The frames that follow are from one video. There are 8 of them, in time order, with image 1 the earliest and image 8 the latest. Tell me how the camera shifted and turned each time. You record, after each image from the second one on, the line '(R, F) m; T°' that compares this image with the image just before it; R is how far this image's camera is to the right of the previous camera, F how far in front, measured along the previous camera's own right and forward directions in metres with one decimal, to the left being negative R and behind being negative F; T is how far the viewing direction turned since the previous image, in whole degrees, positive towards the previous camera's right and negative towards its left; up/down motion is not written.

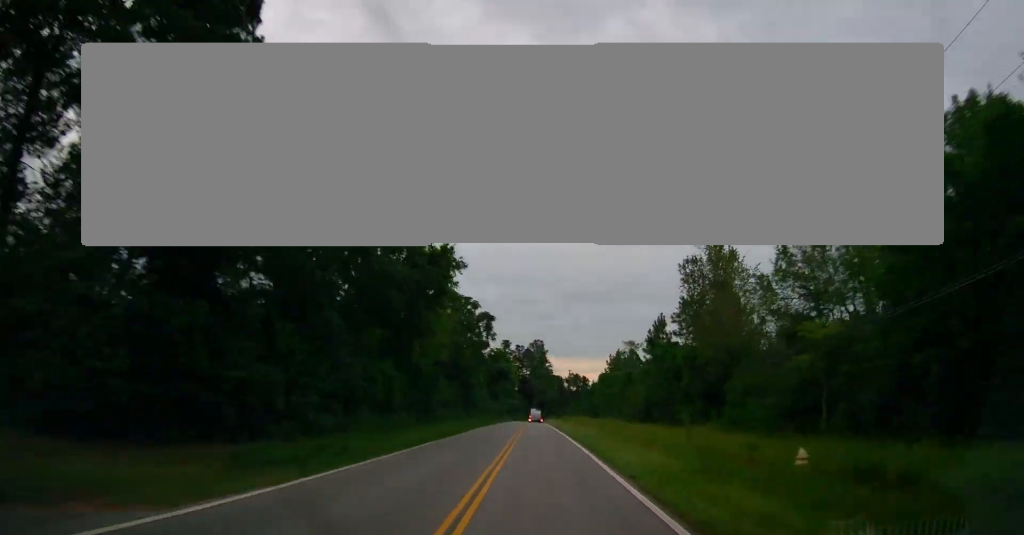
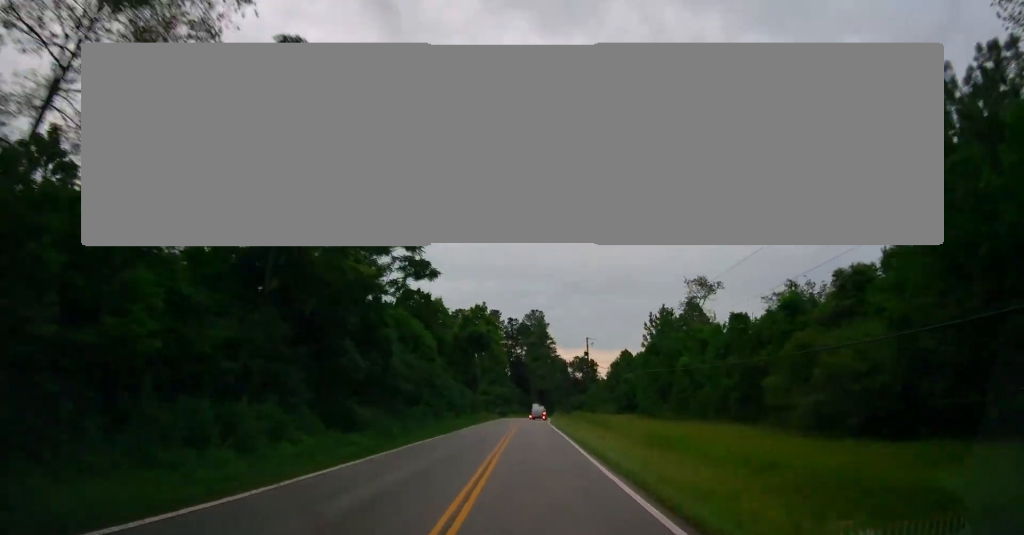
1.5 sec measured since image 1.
(-0.2, +40.9) m; 0°
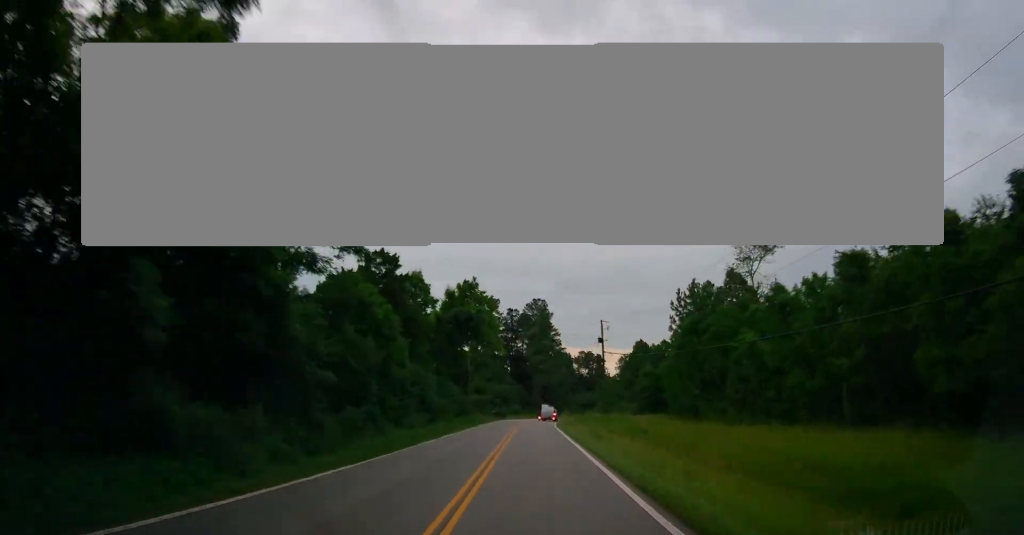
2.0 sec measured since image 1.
(+0.2, +12.3) m; 0°
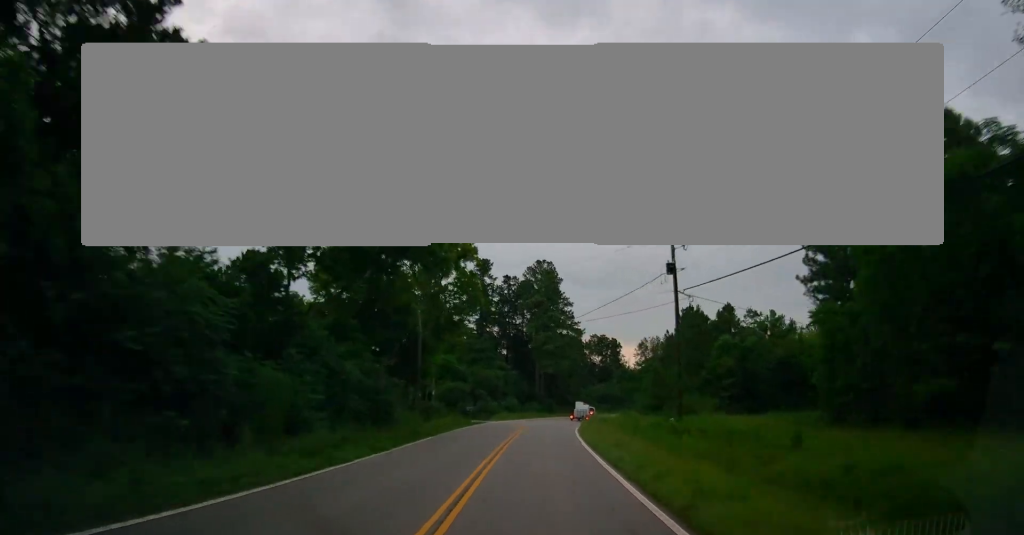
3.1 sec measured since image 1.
(+0.2, +28.7) m; 0°
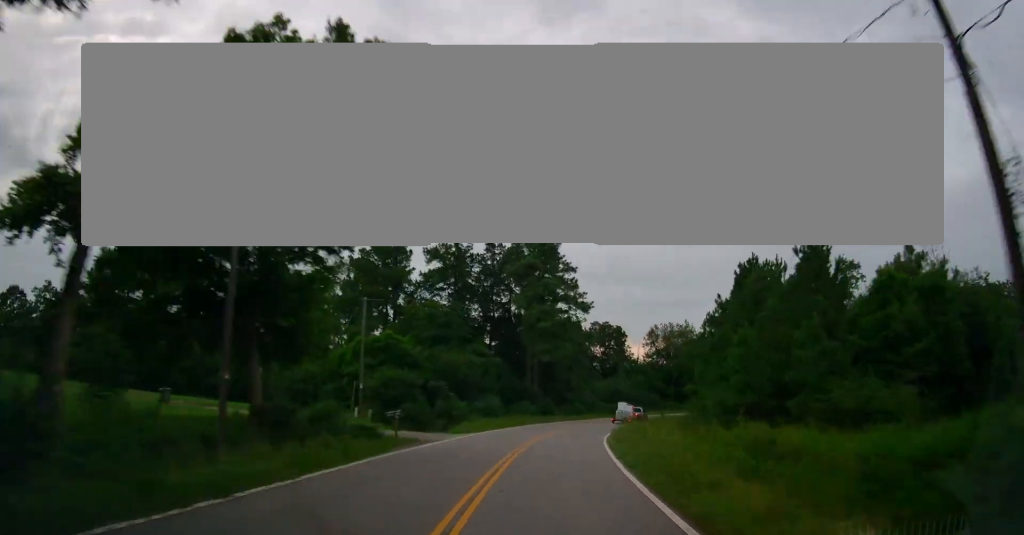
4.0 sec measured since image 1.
(0.0, +21.9) m; 0°
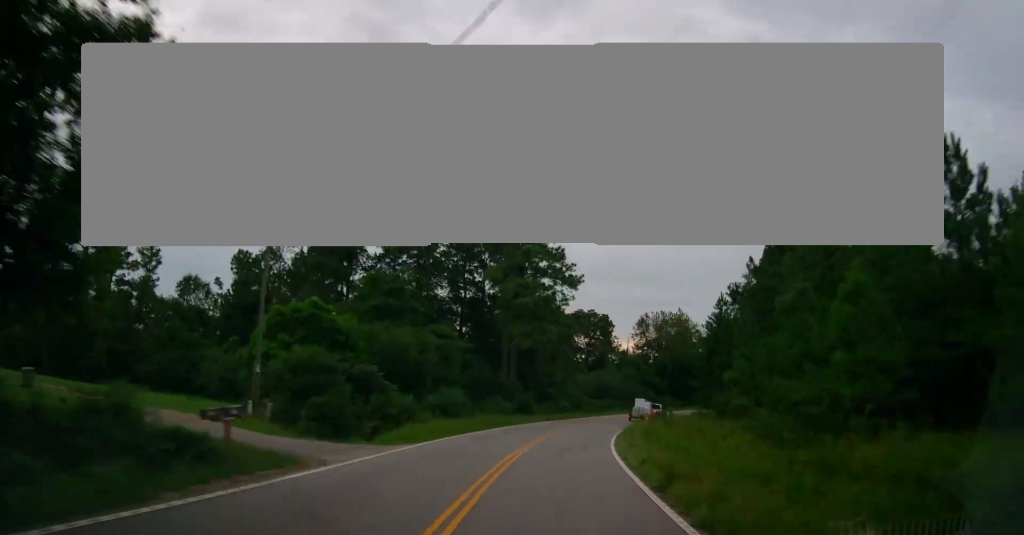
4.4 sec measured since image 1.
(-0.1, +11.6) m; 0°
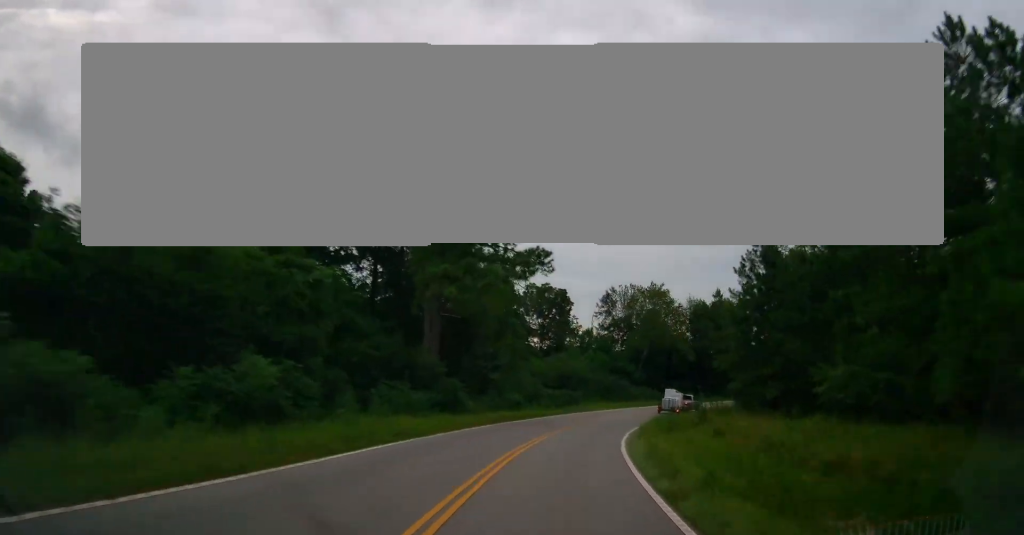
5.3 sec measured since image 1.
(+0.3, +19.9) m; +3°
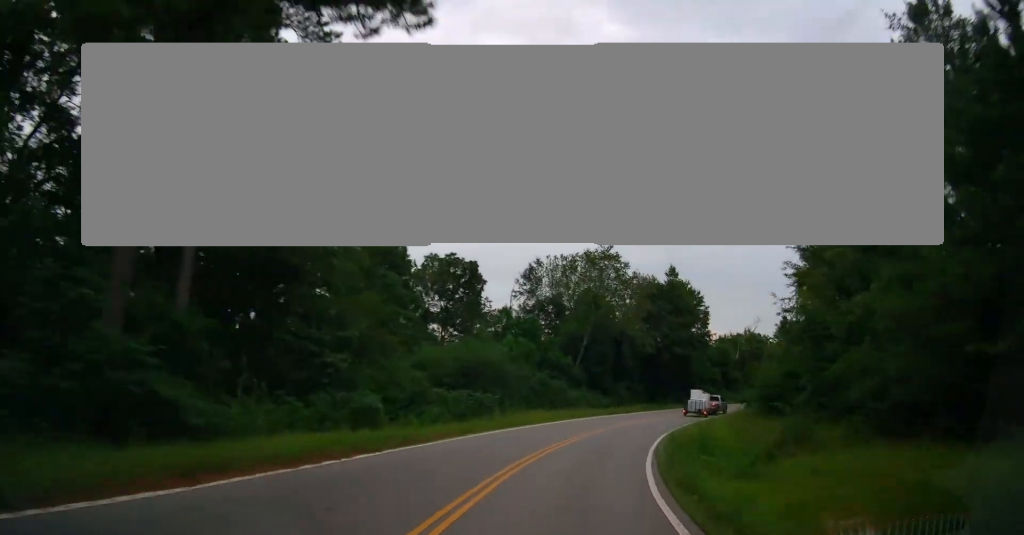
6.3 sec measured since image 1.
(+1.0, +22.8) m; +7°
